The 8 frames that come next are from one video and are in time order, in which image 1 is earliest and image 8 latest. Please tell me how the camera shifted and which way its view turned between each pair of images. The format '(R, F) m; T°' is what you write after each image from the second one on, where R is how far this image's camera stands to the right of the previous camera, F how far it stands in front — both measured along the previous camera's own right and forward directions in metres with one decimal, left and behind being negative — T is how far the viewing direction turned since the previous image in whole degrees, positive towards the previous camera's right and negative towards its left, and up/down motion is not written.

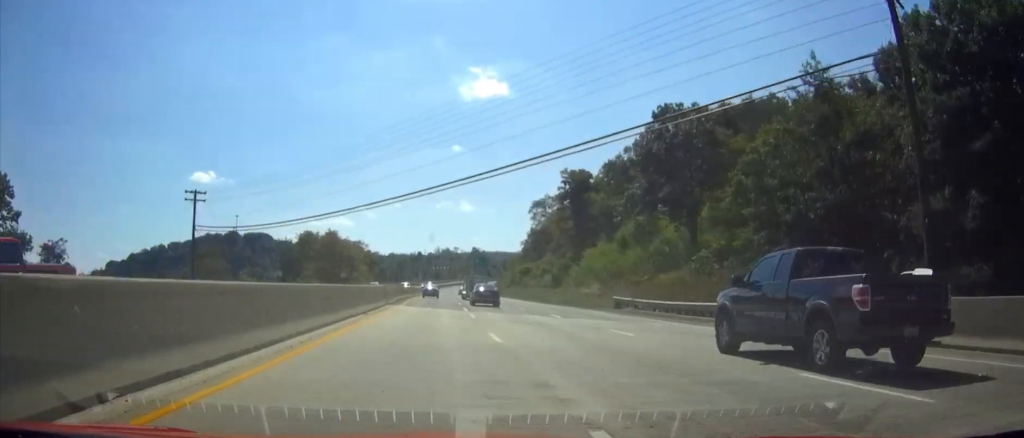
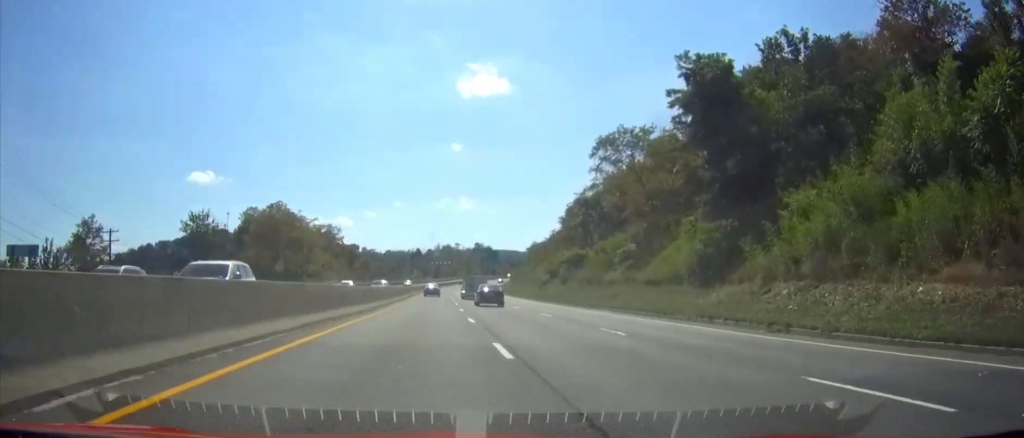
(0.0, +47.8) m; 0°
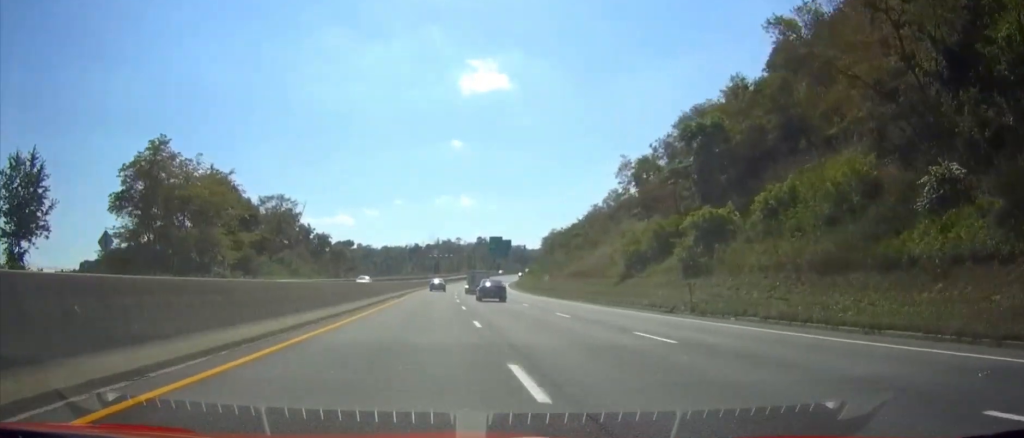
(0.0, +40.8) m; 0°
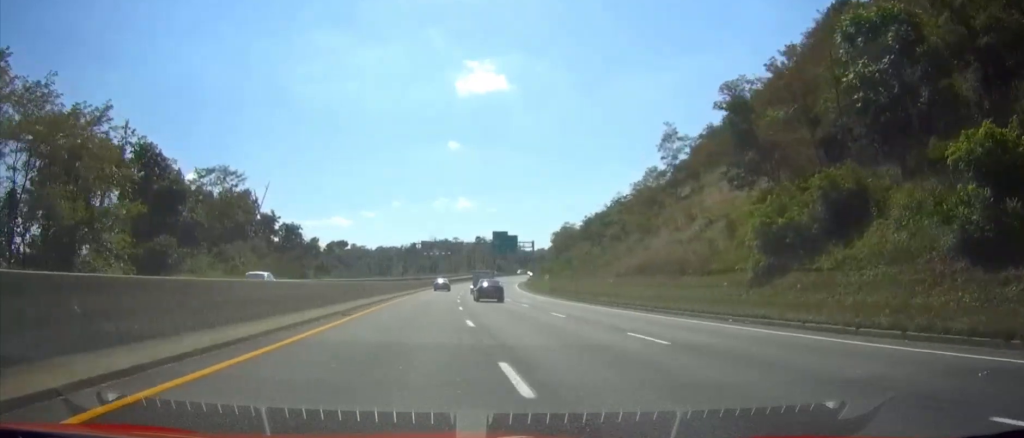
(0.0, +24.0) m; 0°
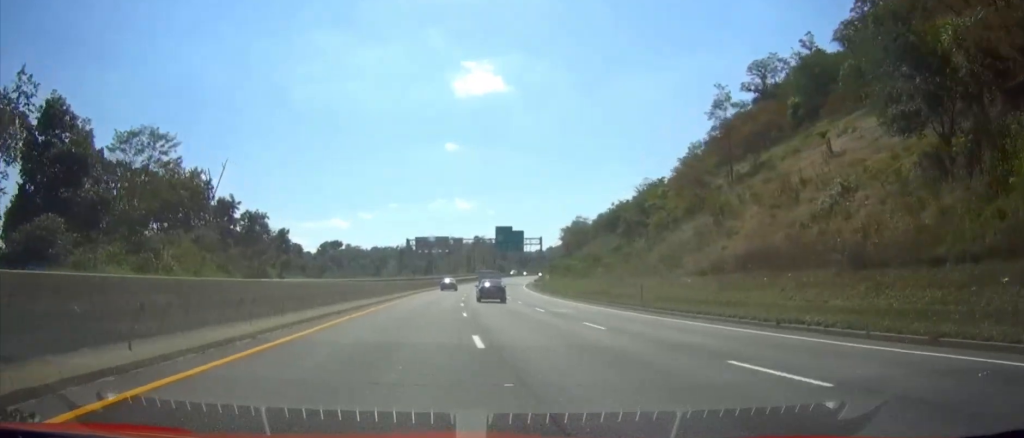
(0.0, +18.5) m; 0°
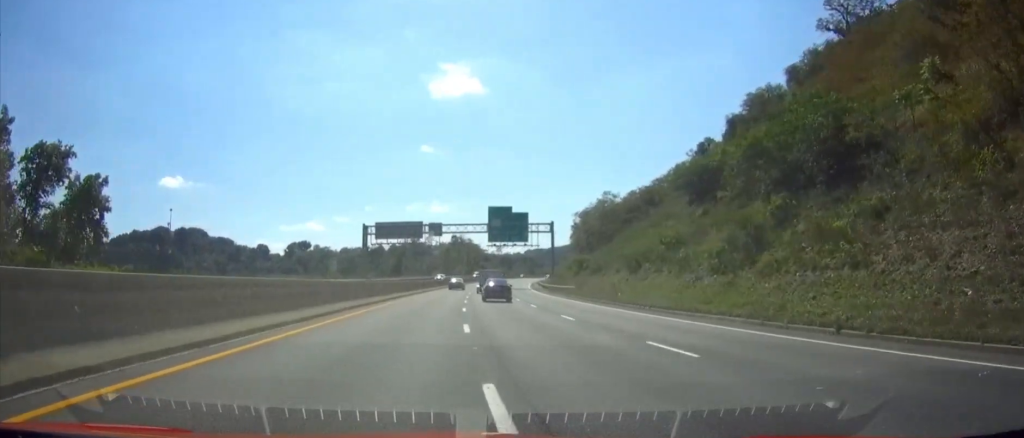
(+0.8, +43.9) m; +2°
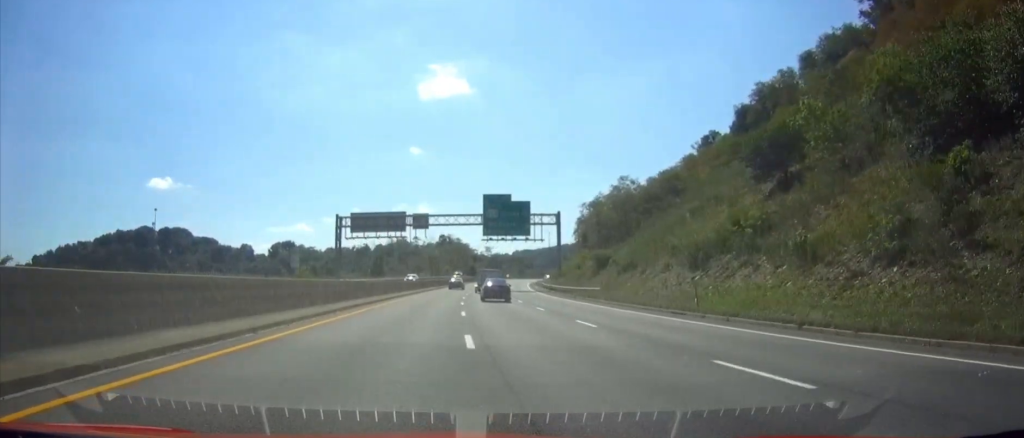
(+0.1, +16.3) m; +1°
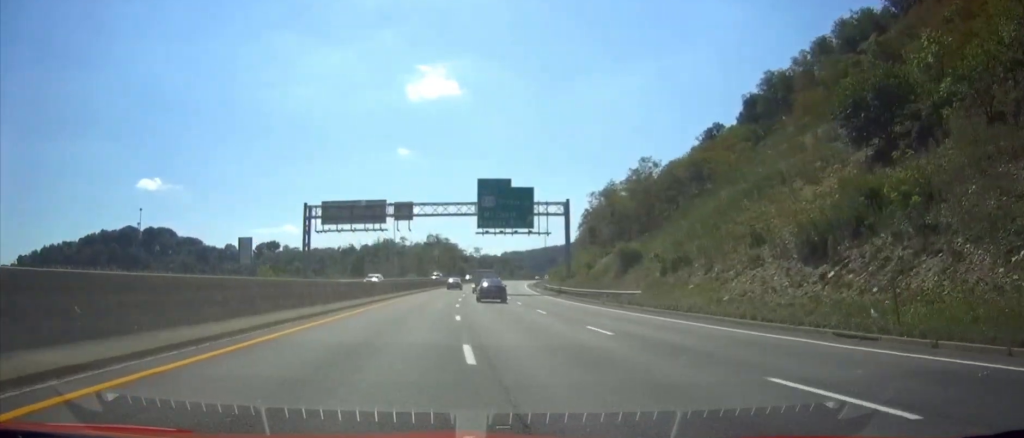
(+0.1, +14.4) m; +1°
